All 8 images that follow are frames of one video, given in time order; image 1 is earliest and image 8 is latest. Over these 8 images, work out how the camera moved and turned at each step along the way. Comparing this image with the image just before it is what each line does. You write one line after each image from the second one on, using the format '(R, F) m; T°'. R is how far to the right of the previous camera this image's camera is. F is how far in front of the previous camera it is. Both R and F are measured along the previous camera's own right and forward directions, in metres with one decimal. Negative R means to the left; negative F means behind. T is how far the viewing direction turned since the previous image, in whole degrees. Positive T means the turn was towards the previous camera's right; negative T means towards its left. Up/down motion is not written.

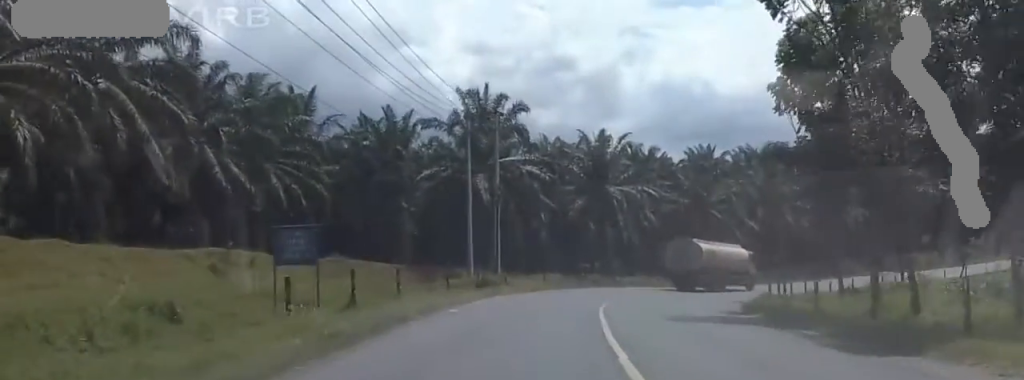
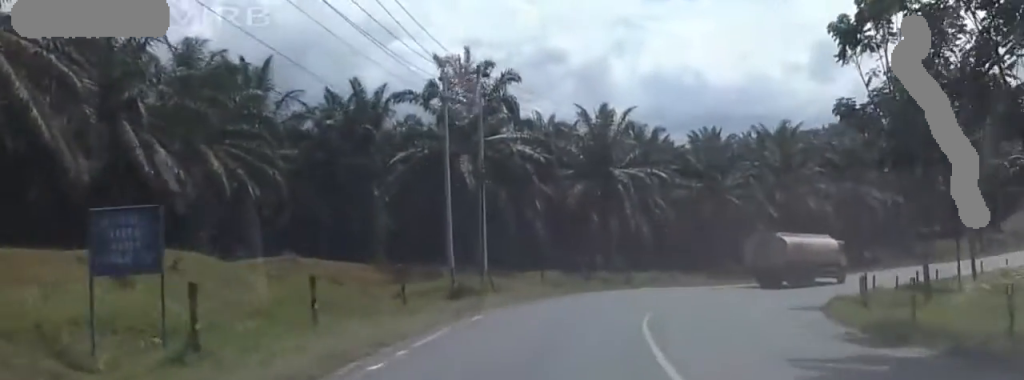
(+0.7, +8.4) m; +2°
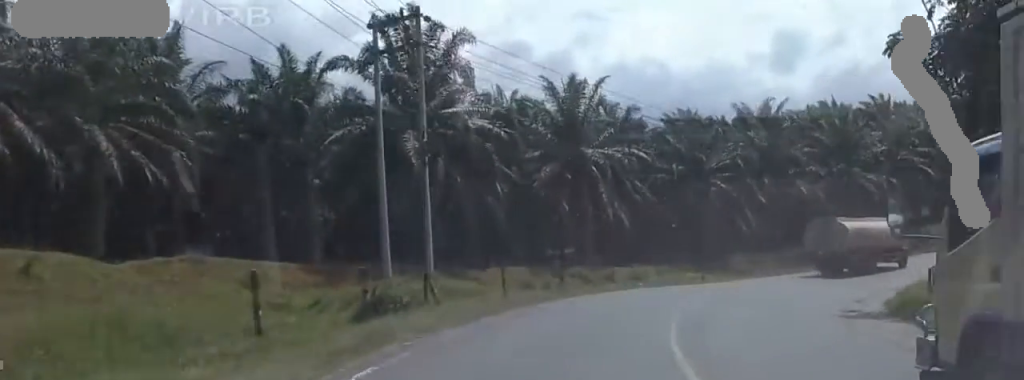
(+0.6, +7.3) m; 0°
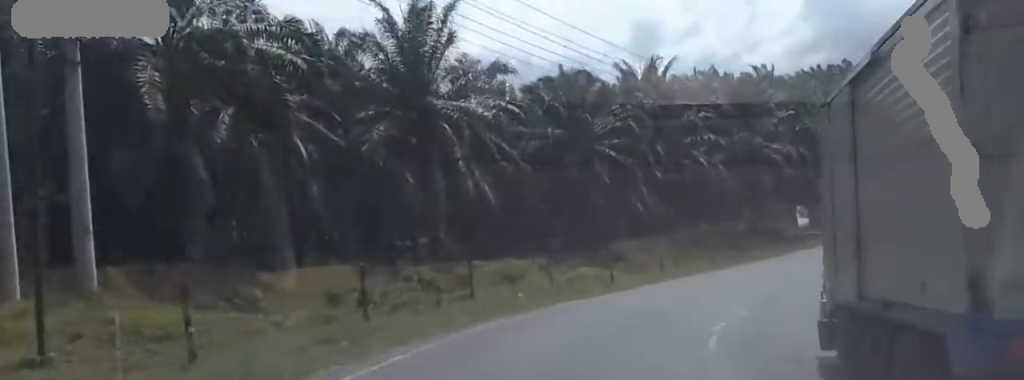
(-1.0, +13.2) m; 0°
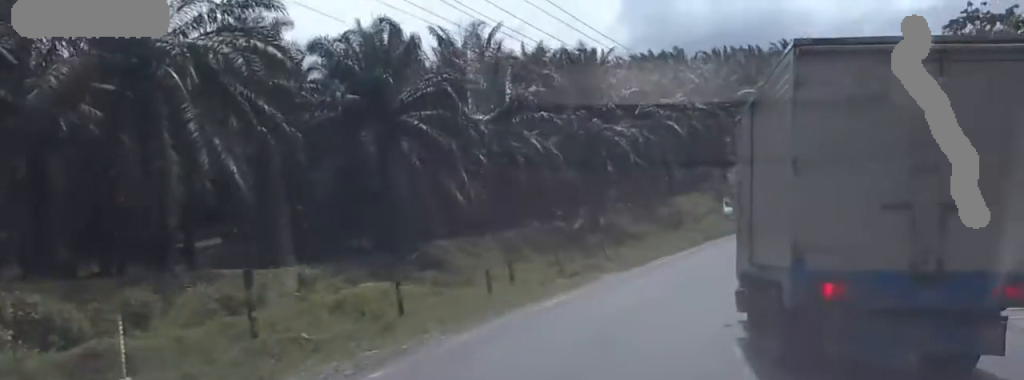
(+0.6, +10.2) m; +2°
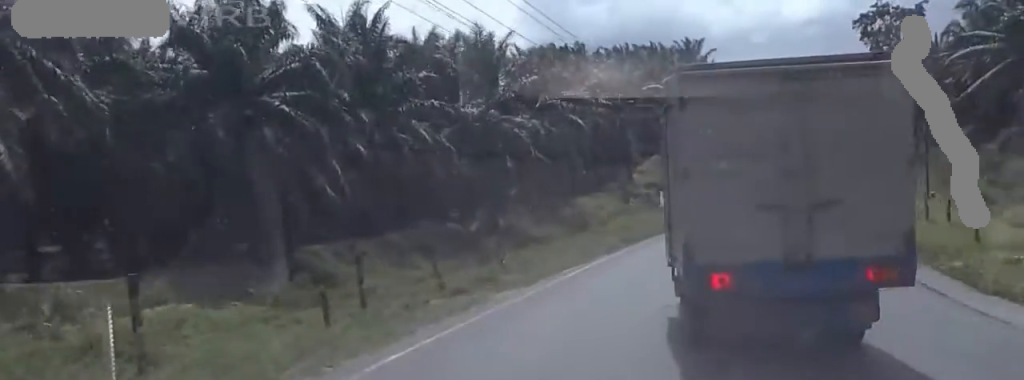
(+0.3, +5.1) m; -3°
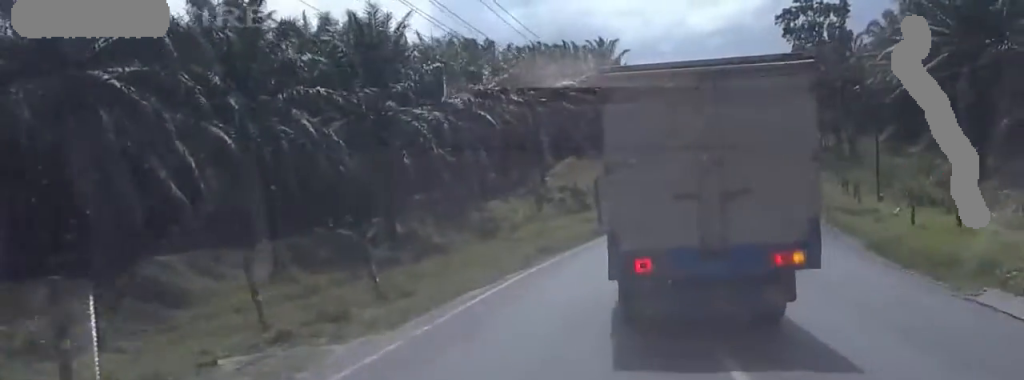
(-0.2, +5.0) m; -1°
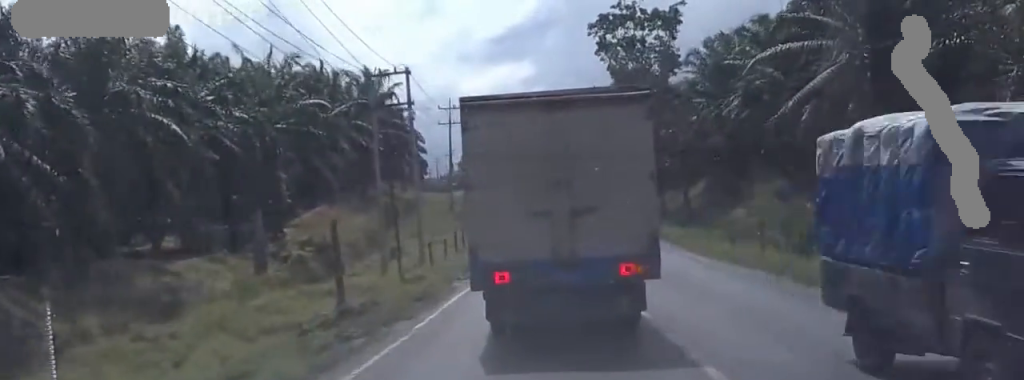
(+0.1, +16.4) m; 0°
